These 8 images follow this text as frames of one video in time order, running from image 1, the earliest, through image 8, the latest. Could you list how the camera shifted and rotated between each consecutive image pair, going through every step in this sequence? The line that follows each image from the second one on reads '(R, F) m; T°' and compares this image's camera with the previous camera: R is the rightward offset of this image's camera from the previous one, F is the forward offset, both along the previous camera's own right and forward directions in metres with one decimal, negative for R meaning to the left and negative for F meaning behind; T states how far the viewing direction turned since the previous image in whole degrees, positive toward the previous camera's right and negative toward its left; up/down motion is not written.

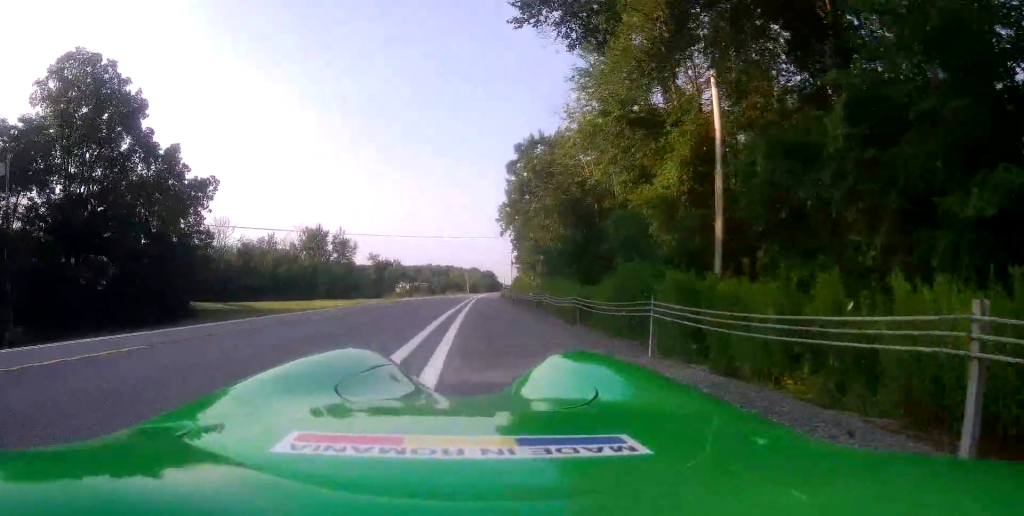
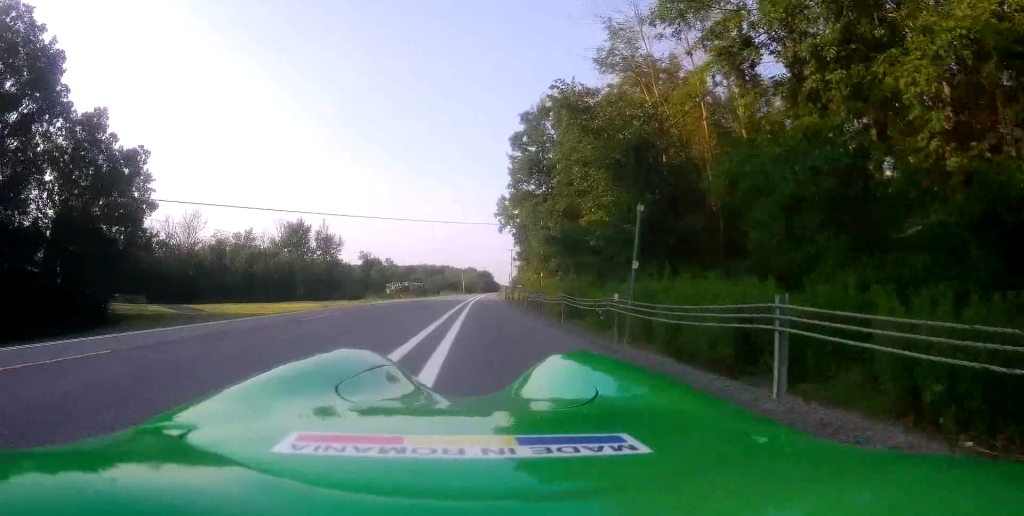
(-0.5, +13.2) m; -3°
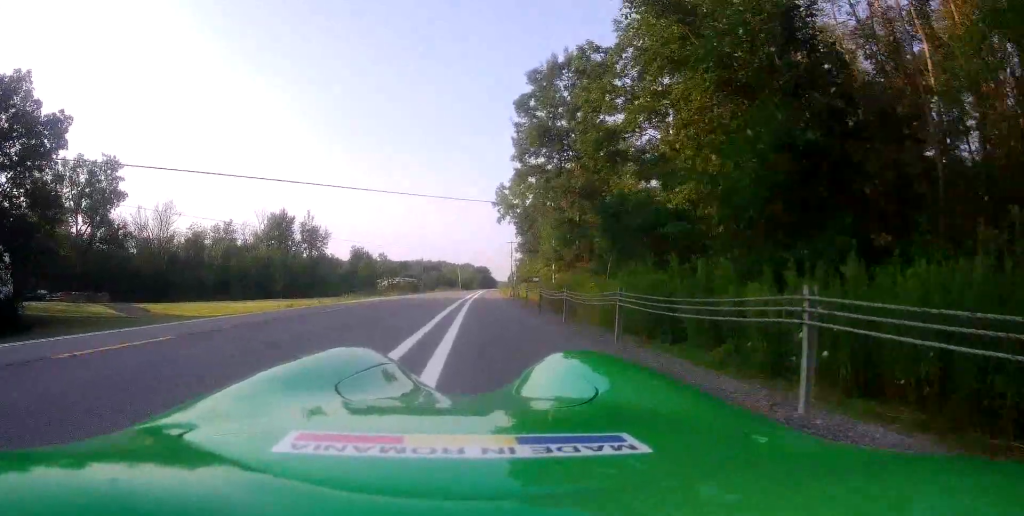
(0.0, +10.6) m; +2°
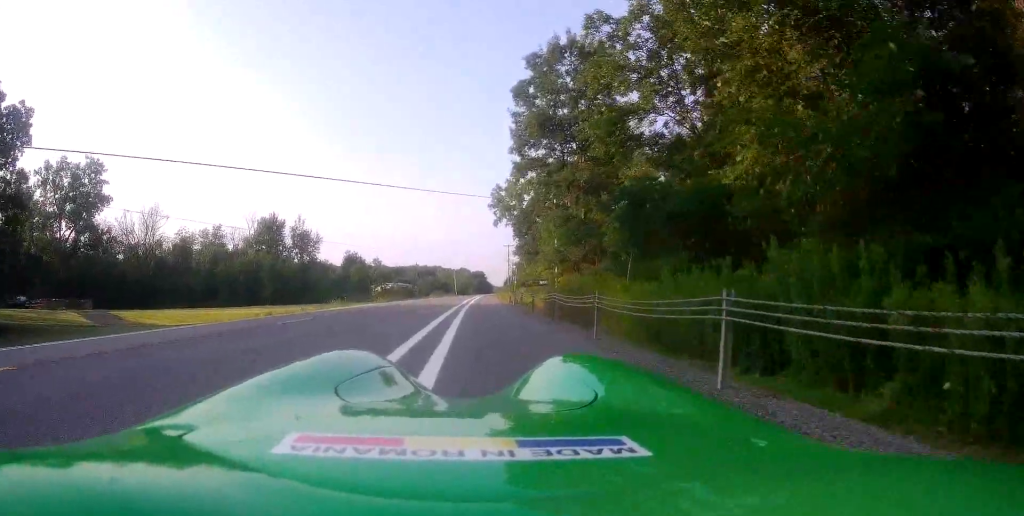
(0.0, +3.8) m; +1°
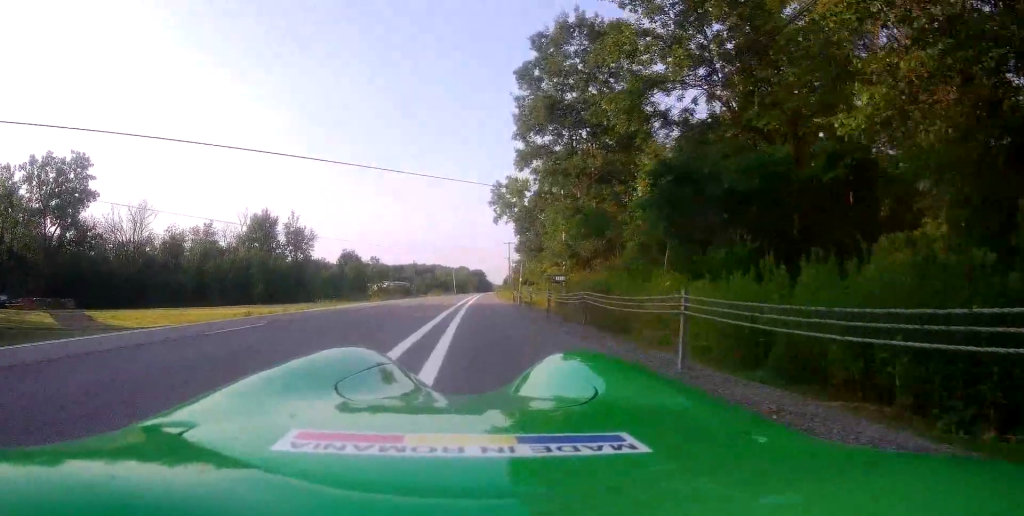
(+0.1, +4.1) m; +1°
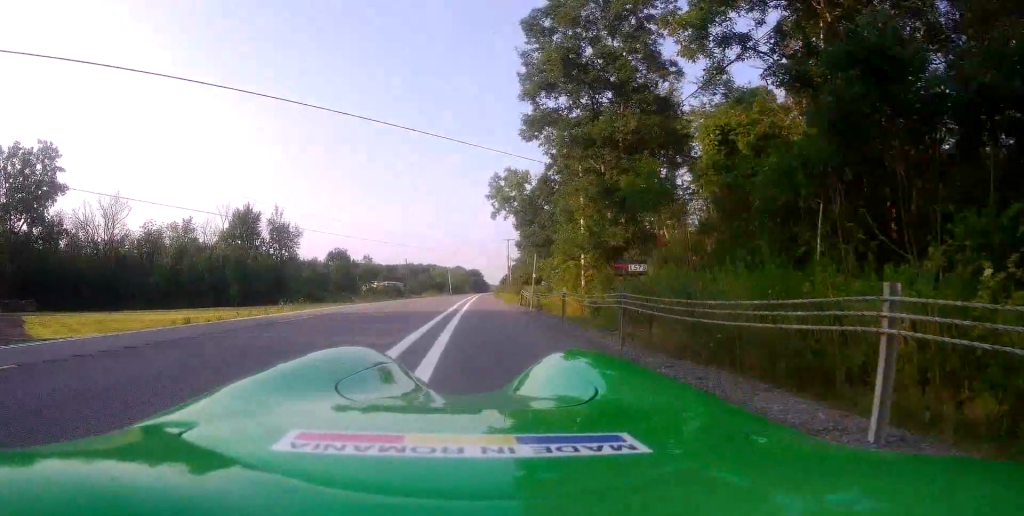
(+0.1, +8.1) m; +1°
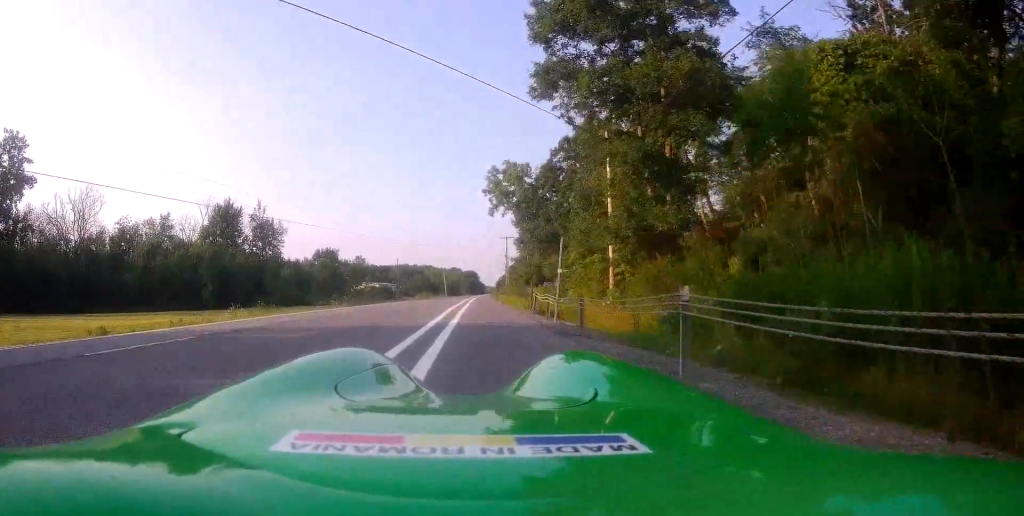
(0.0, +7.3) m; 0°
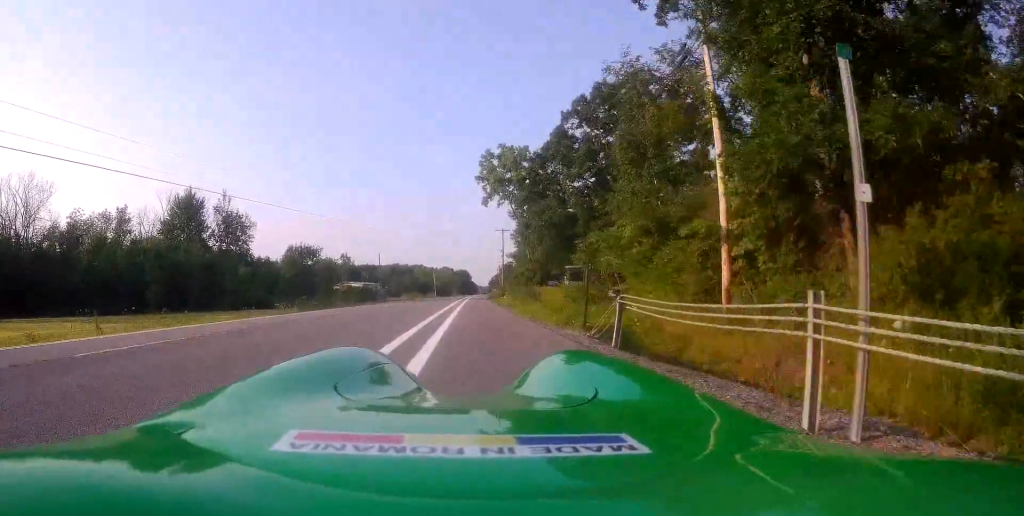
(+0.1, +12.1) m; +2°
